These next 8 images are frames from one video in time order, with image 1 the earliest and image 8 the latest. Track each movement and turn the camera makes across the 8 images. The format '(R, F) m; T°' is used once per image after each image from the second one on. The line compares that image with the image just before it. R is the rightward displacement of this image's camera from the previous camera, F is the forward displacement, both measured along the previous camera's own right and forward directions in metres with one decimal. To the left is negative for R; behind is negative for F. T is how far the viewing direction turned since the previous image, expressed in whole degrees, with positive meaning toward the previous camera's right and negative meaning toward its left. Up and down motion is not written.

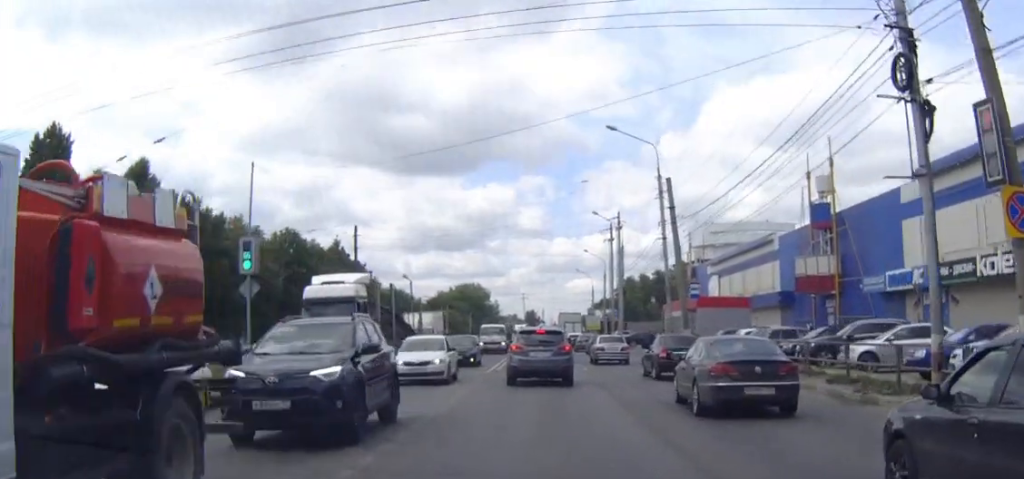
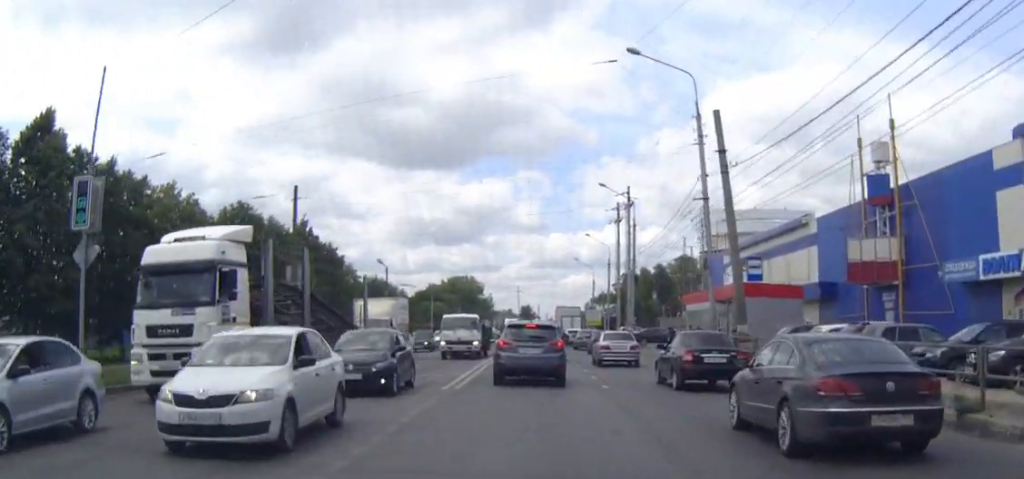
(+0.1, +13.2) m; +2°
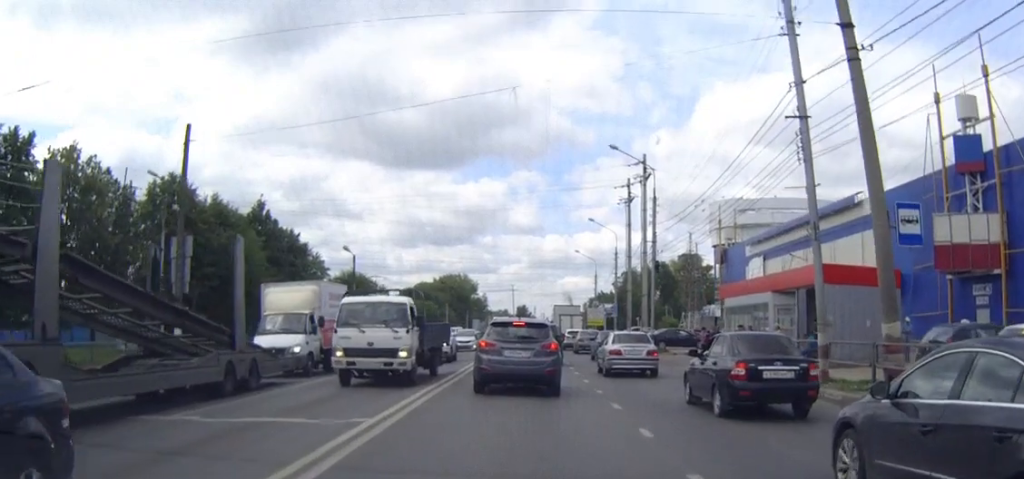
(+0.2, +13.8) m; 0°
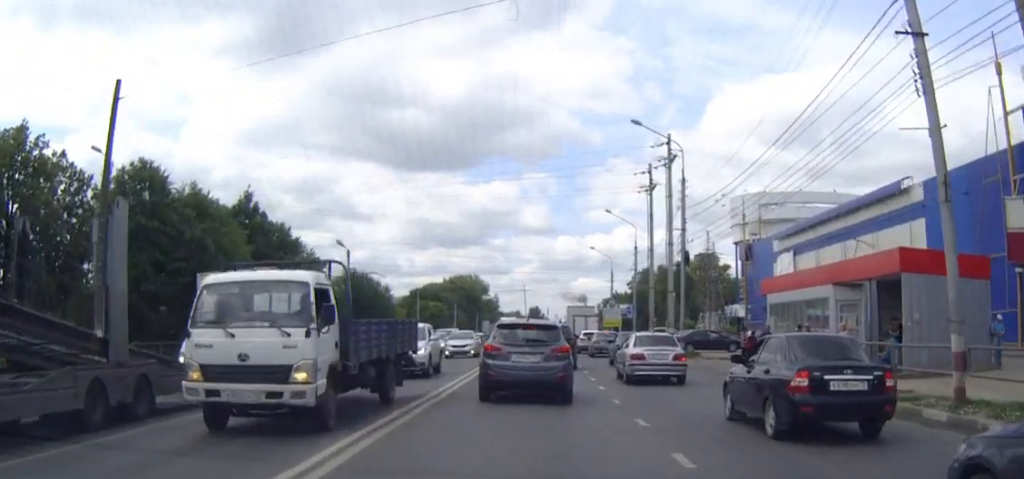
(-0.1, +6.9) m; -1°
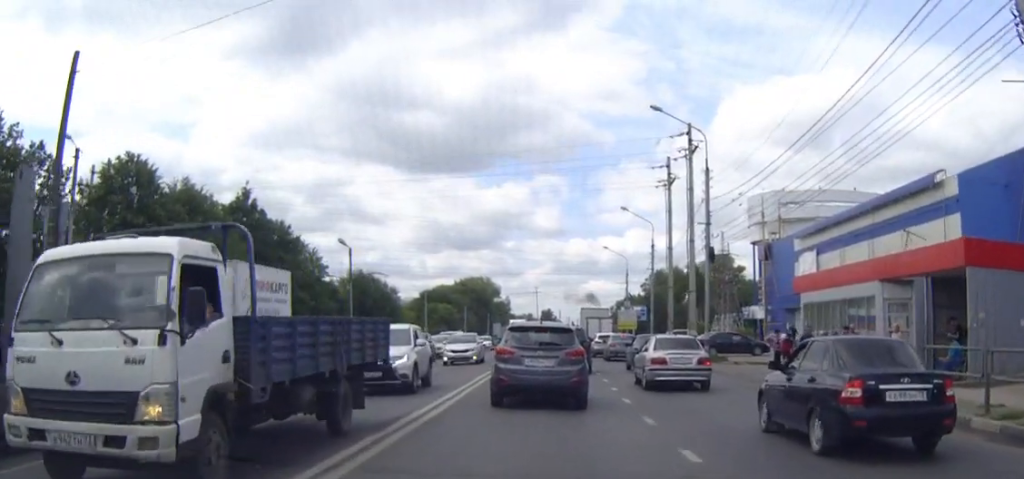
(0.0, +3.6) m; 0°
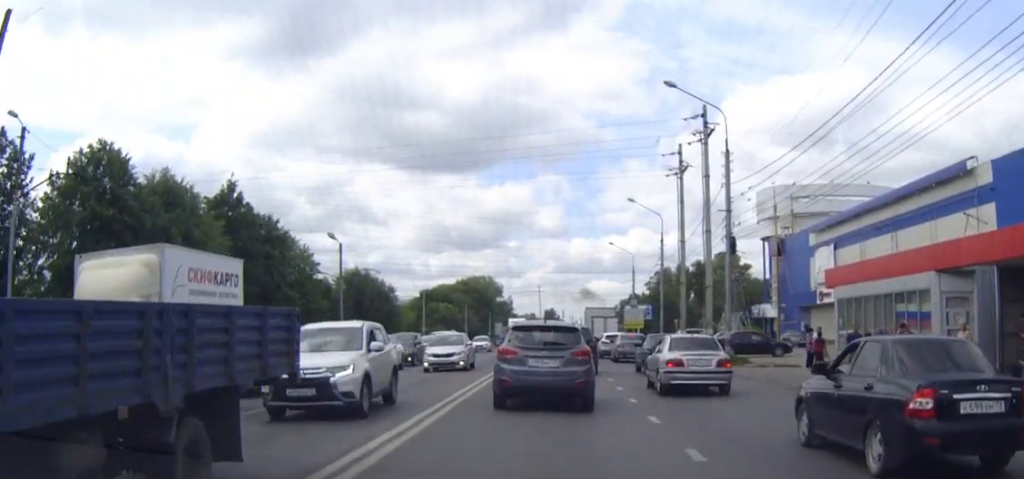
(0.0, +4.1) m; 0°
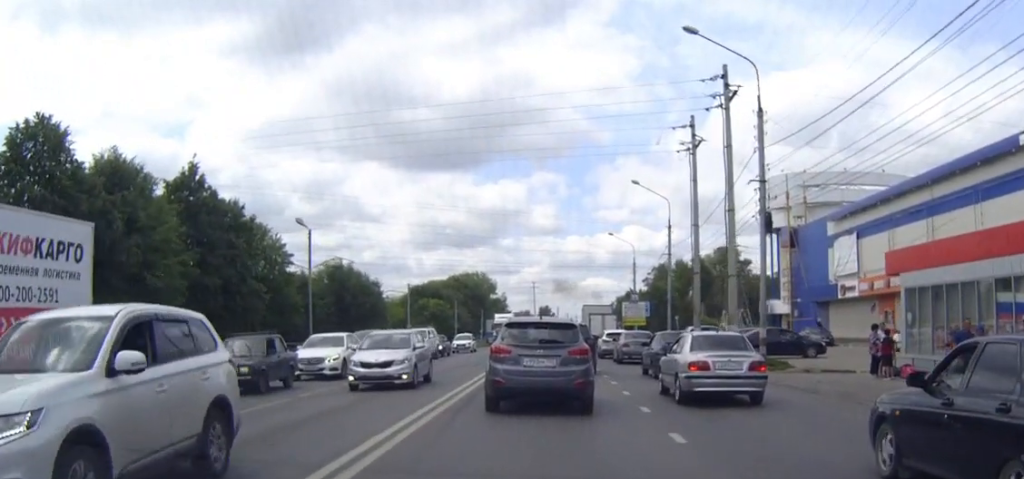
(0.0, +6.8) m; 0°
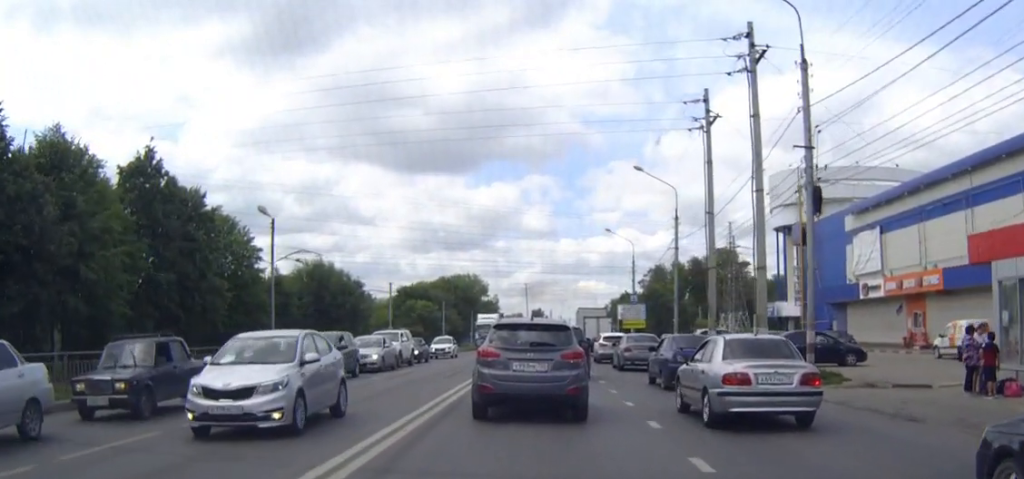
(0.0, +6.3) m; 0°
